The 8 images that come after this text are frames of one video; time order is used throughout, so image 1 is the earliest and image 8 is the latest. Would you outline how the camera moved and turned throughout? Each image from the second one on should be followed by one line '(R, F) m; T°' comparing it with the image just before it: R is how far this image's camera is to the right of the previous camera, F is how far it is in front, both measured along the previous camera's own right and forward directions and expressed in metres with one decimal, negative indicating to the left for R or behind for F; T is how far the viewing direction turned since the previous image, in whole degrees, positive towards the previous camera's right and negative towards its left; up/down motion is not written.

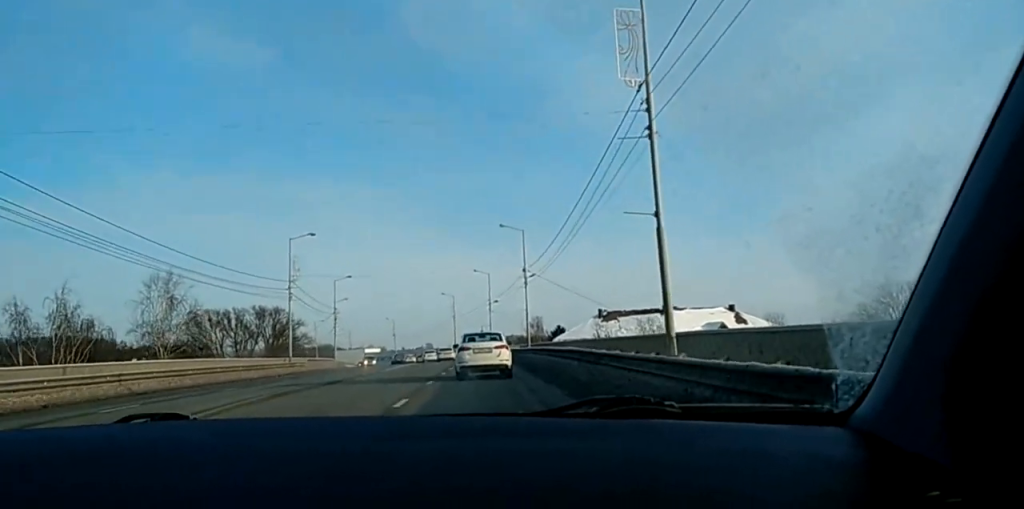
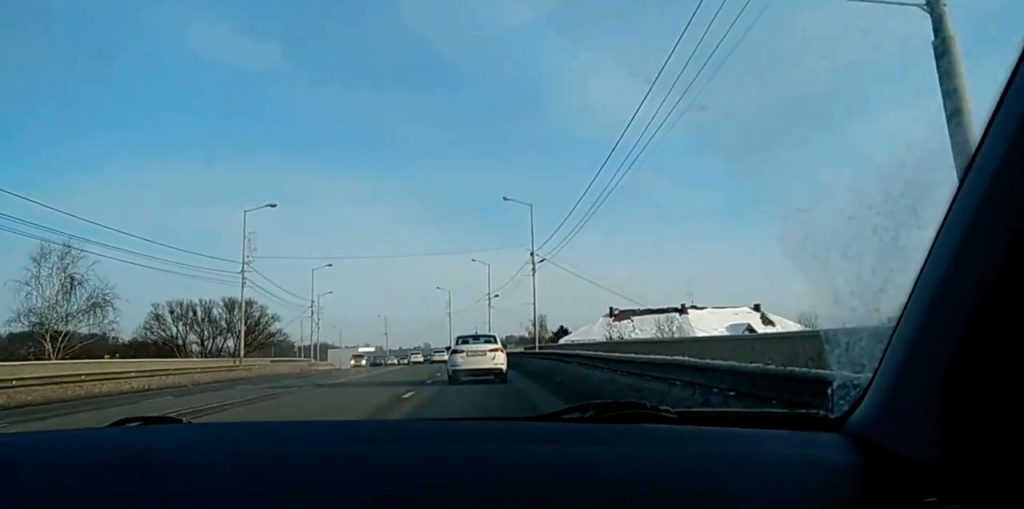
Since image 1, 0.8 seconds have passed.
(+0.2, +13.6) m; 0°
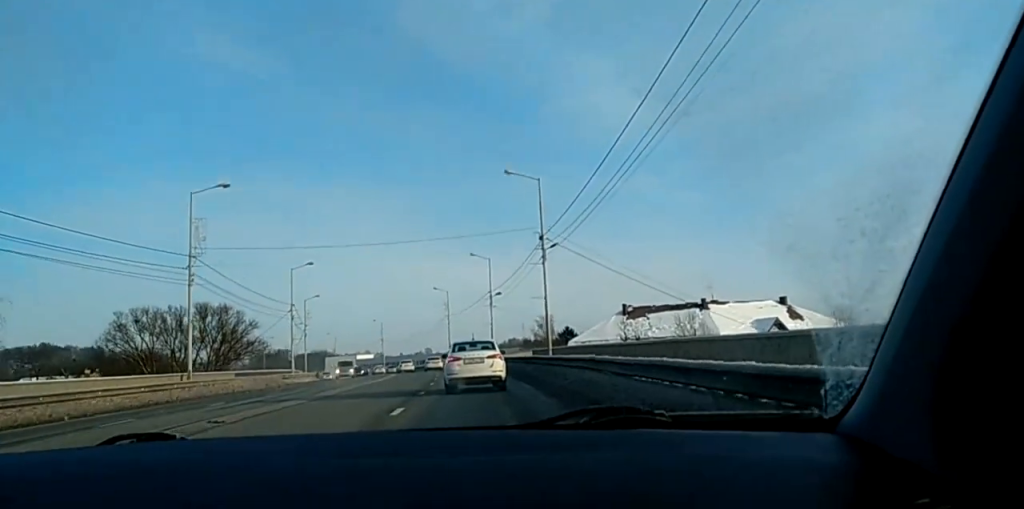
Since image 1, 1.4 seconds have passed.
(0.0, +10.6) m; -1°
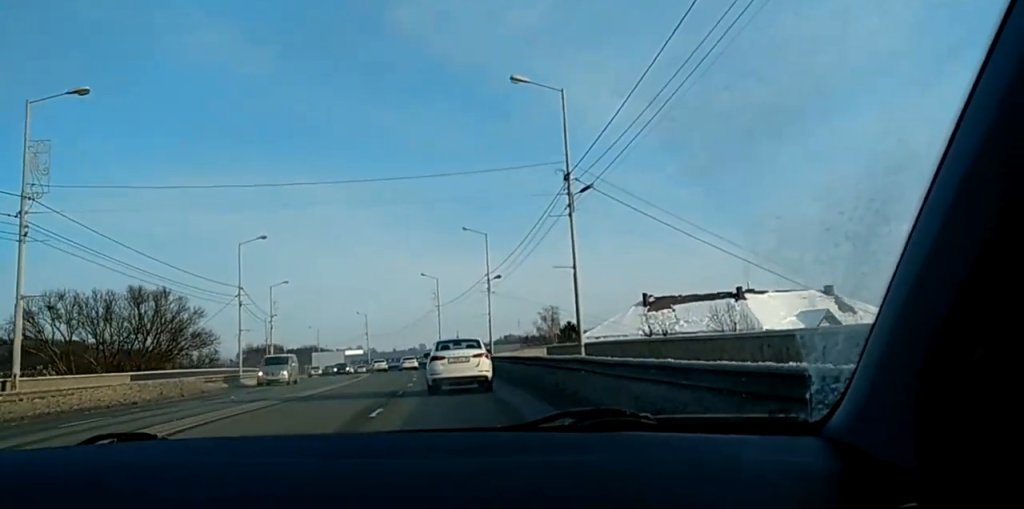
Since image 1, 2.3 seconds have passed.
(-0.3, +16.9) m; -2°
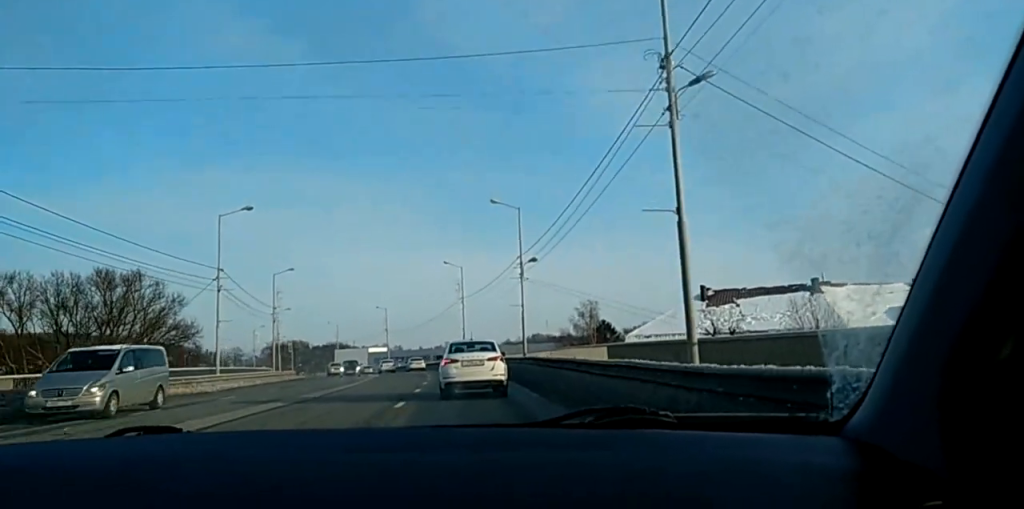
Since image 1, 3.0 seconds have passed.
(-0.3, +12.6) m; -1°
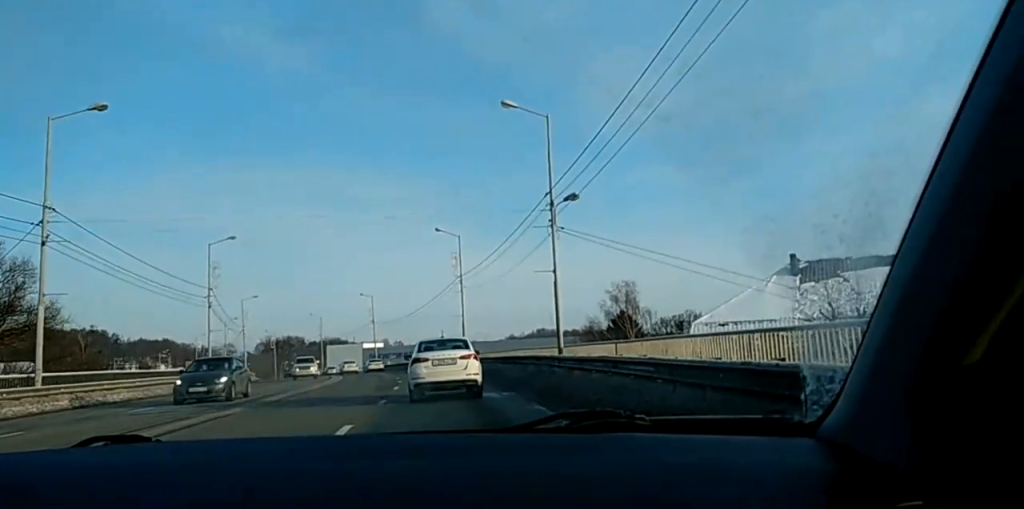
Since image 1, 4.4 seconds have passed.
(0.0, +23.1) m; -3°
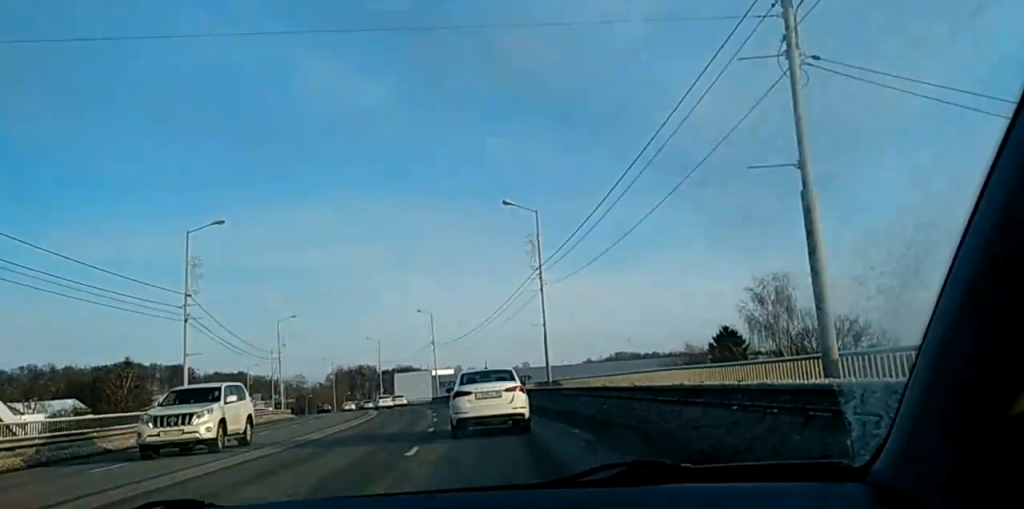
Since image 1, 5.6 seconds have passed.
(-1.6, +21.1) m; -7°
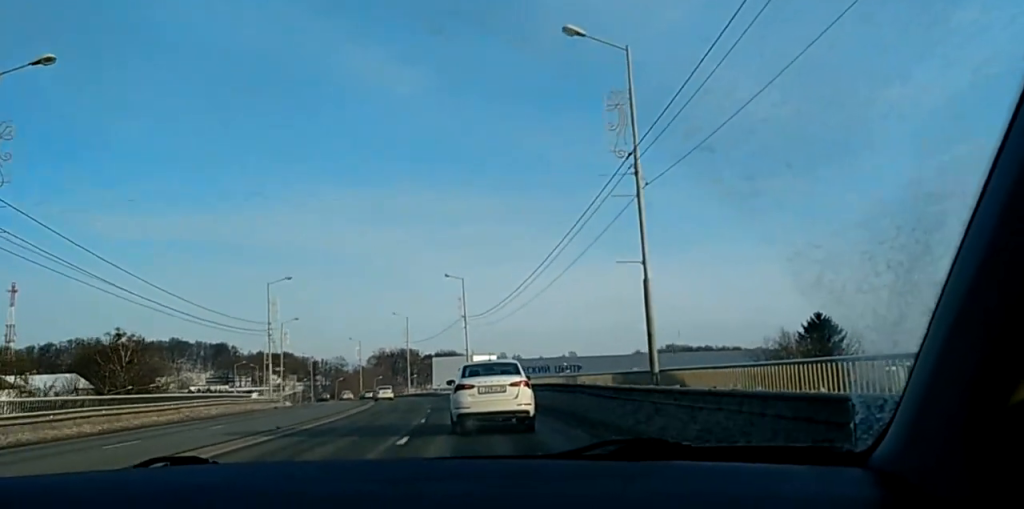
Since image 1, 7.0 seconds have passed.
(-0.2, +23.4) m; +1°
